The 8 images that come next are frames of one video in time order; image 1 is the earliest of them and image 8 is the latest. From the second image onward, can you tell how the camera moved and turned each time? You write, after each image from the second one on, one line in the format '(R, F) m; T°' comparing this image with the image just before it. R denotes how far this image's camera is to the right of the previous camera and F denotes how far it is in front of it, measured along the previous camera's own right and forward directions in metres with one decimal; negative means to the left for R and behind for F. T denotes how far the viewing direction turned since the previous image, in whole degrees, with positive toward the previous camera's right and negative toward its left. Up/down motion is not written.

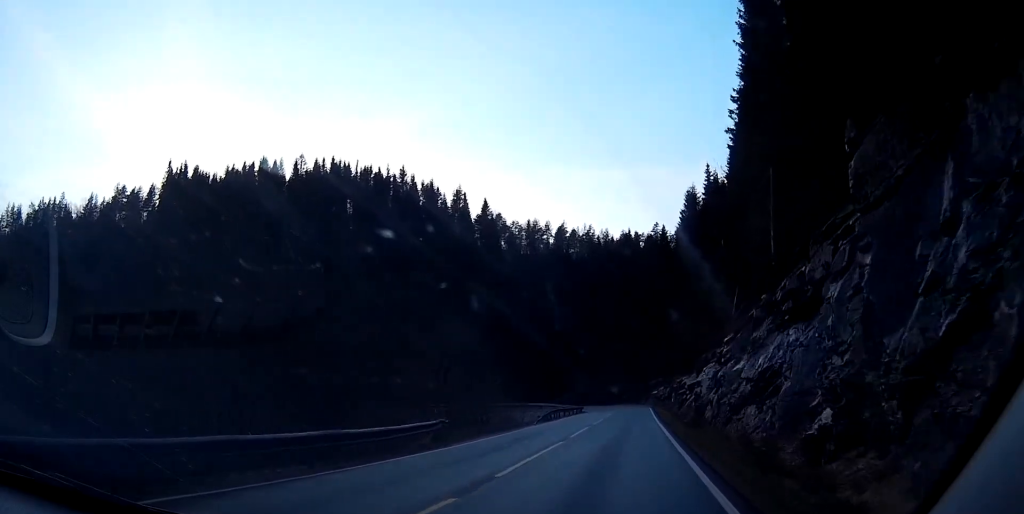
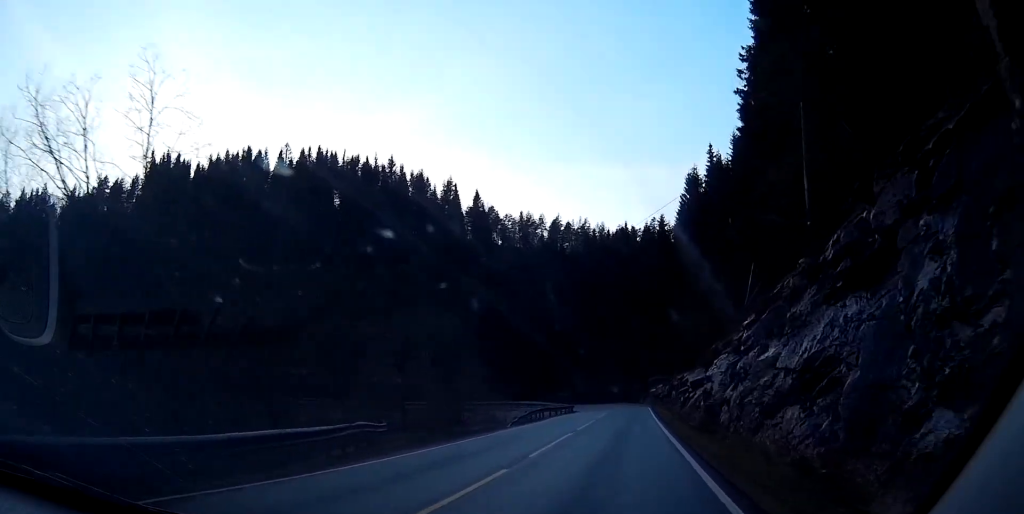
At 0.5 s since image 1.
(+0.1, +8.1) m; +1°
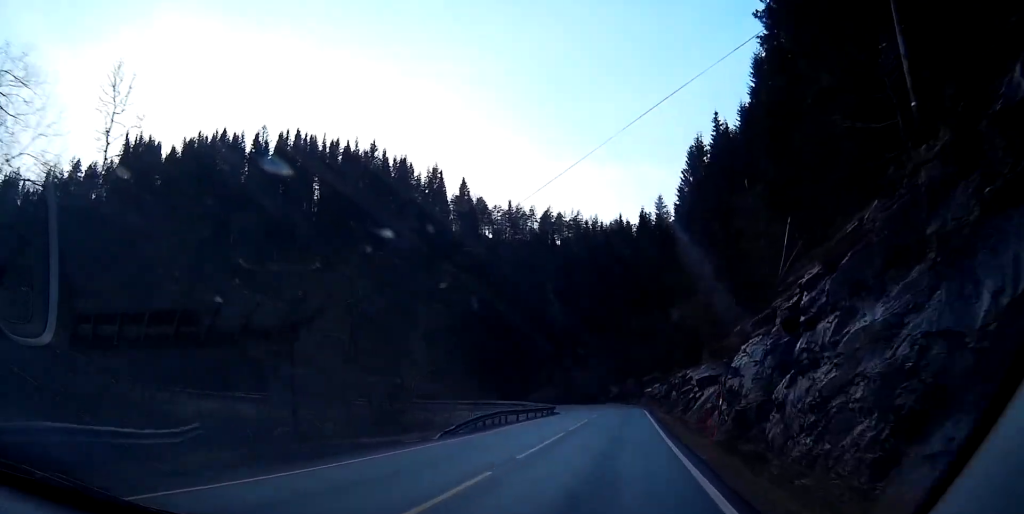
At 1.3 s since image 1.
(+0.3, +12.3) m; +3°
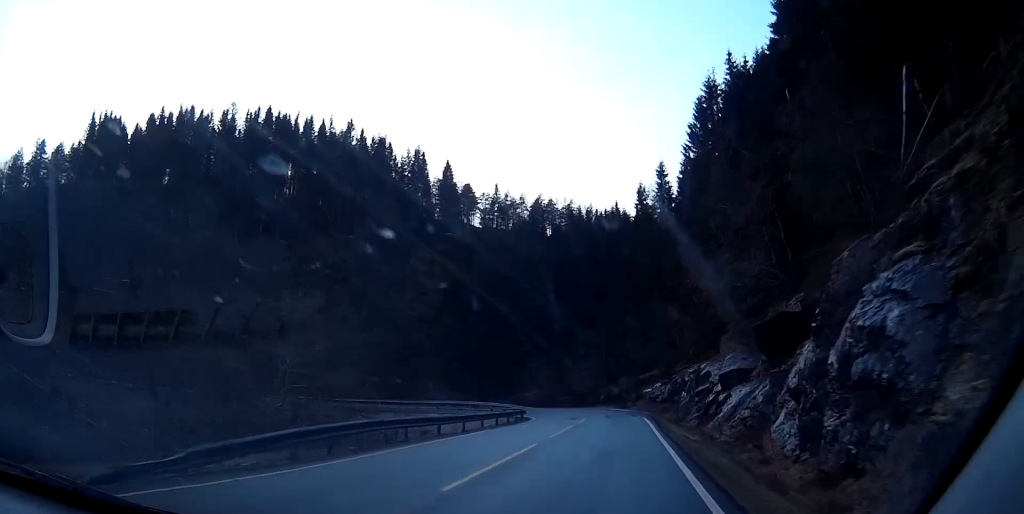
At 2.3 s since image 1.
(+0.6, +16.7) m; +2°
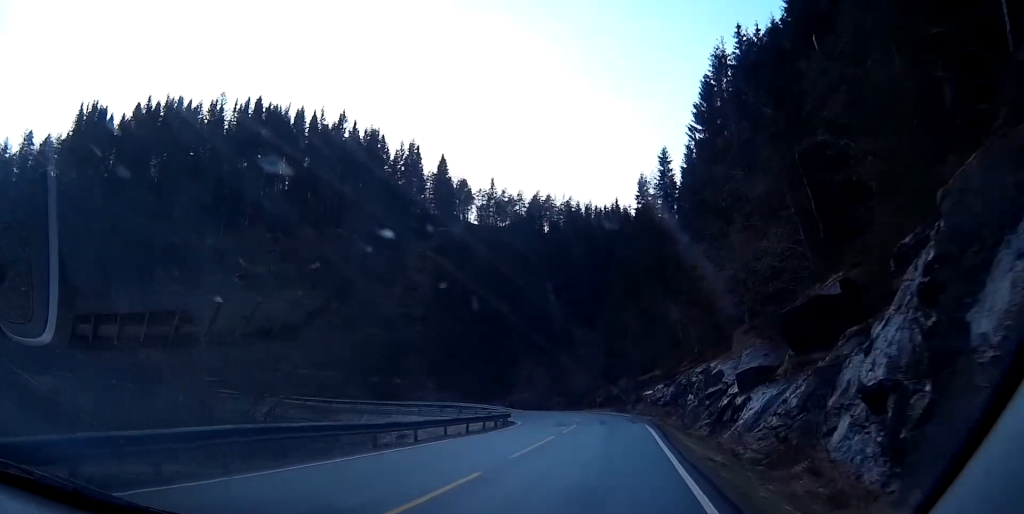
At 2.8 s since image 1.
(0.0, +6.3) m; 0°
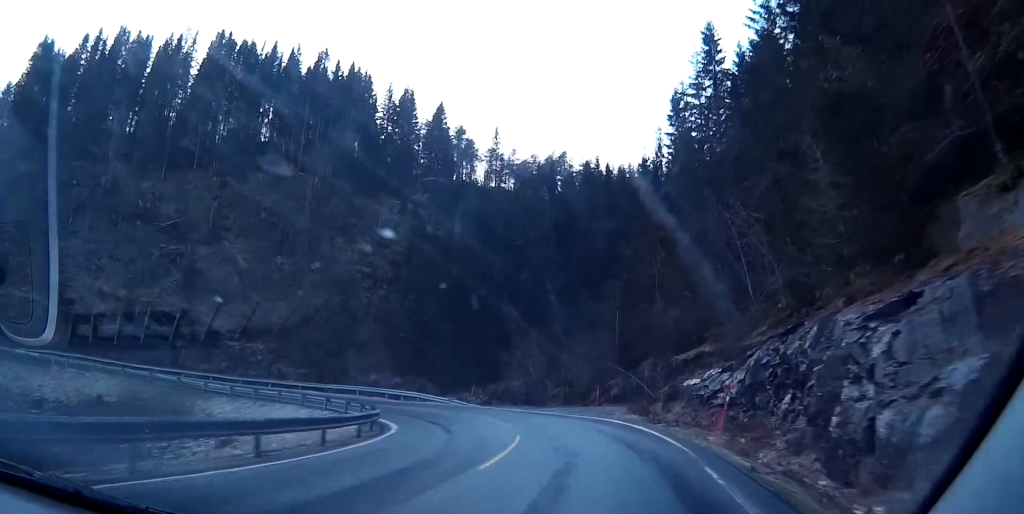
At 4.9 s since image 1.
(0.0, +29.5) m; -3°
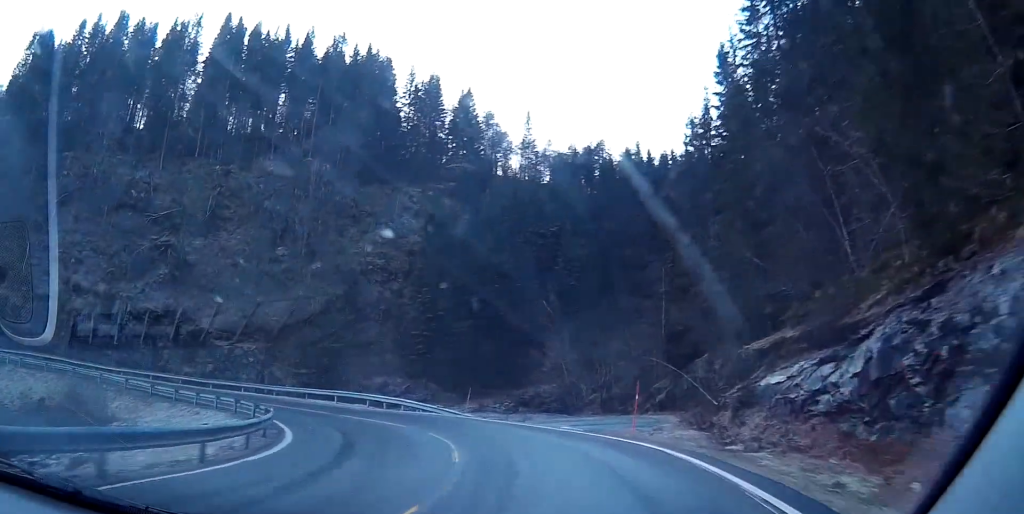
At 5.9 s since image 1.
(-0.6, +12.5) m; -5°
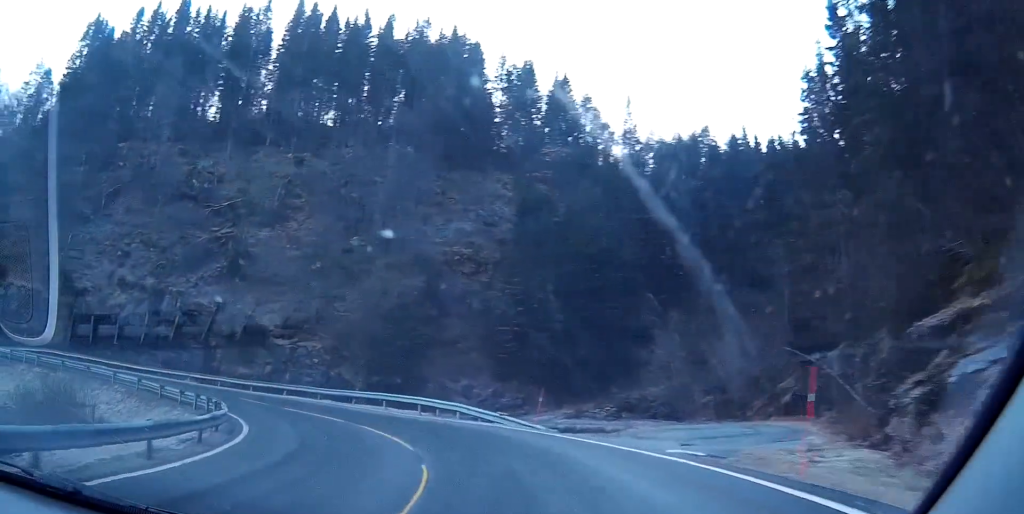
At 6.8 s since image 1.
(-0.3, +9.9) m; -8°
